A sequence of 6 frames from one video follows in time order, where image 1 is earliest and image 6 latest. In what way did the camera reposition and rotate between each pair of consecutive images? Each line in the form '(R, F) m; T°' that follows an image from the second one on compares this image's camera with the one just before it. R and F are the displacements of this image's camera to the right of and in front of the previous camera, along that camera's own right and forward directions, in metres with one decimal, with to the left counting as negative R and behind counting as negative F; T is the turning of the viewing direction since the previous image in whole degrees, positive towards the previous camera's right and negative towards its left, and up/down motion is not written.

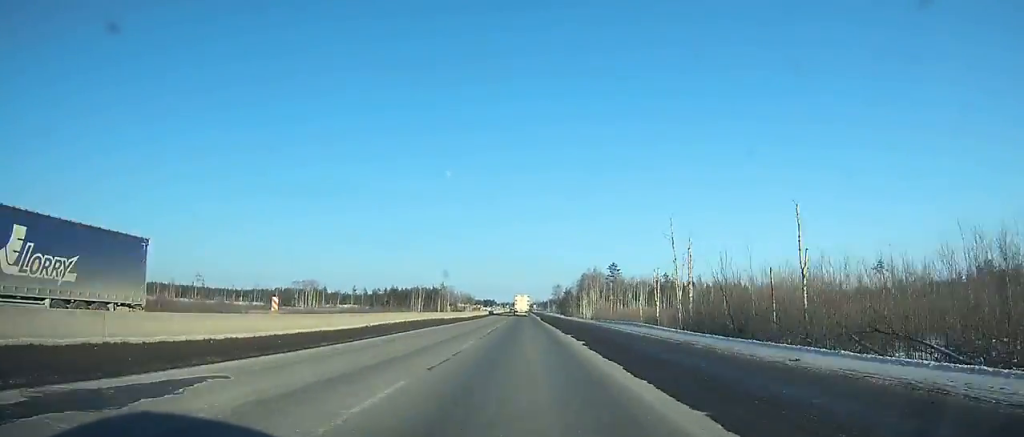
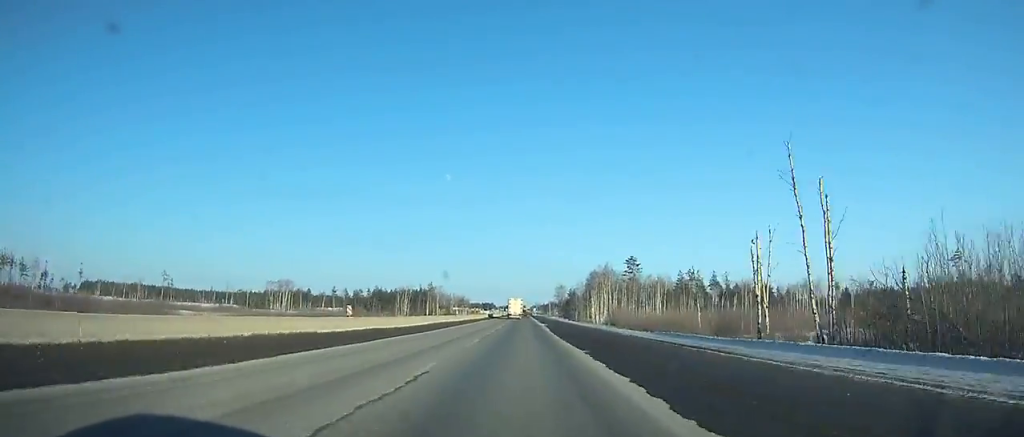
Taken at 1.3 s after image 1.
(+0.1, +31.7) m; 0°
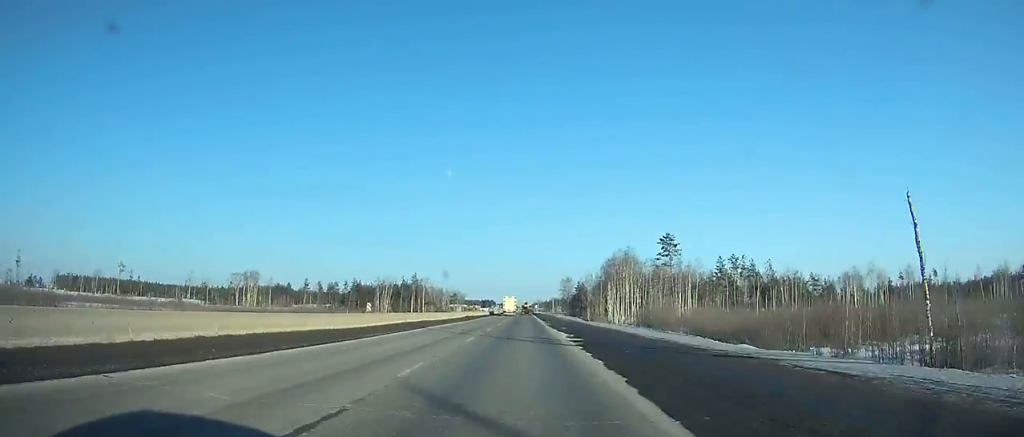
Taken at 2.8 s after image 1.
(0.0, +35.7) m; 0°
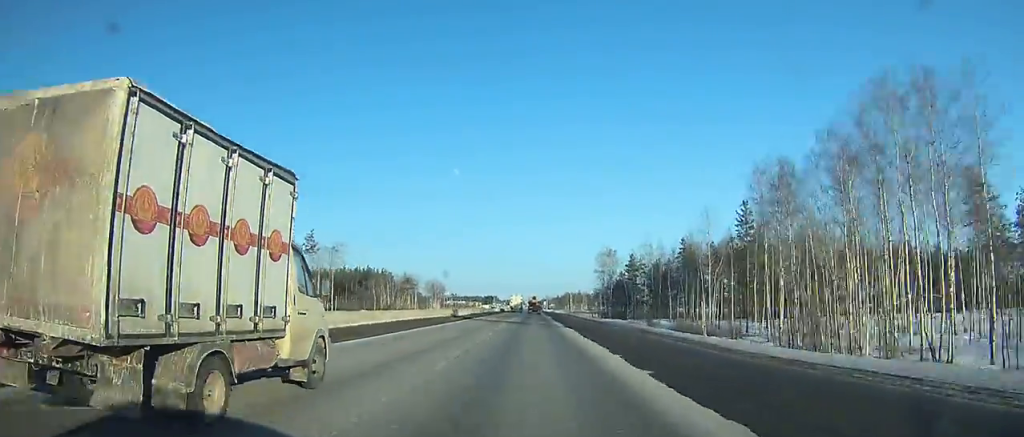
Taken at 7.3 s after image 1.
(-0.7, +97.5) m; 0°
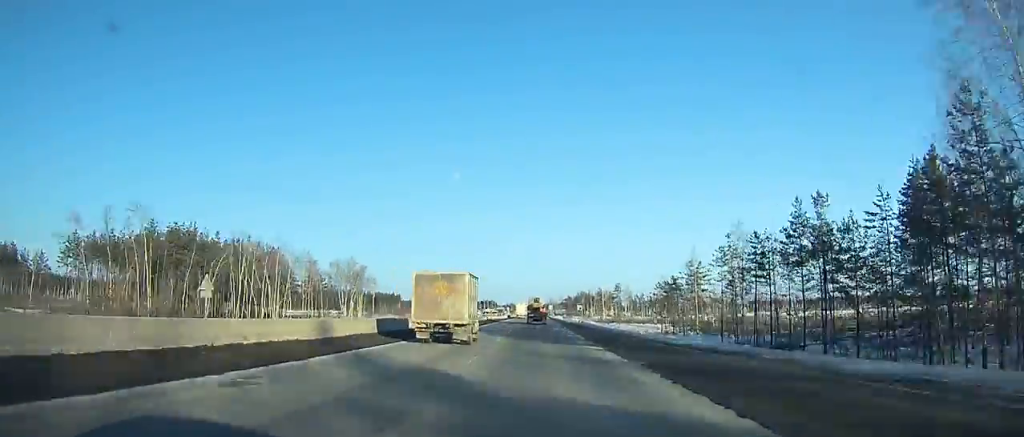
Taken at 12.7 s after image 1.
(0.0, +116.4) m; 0°
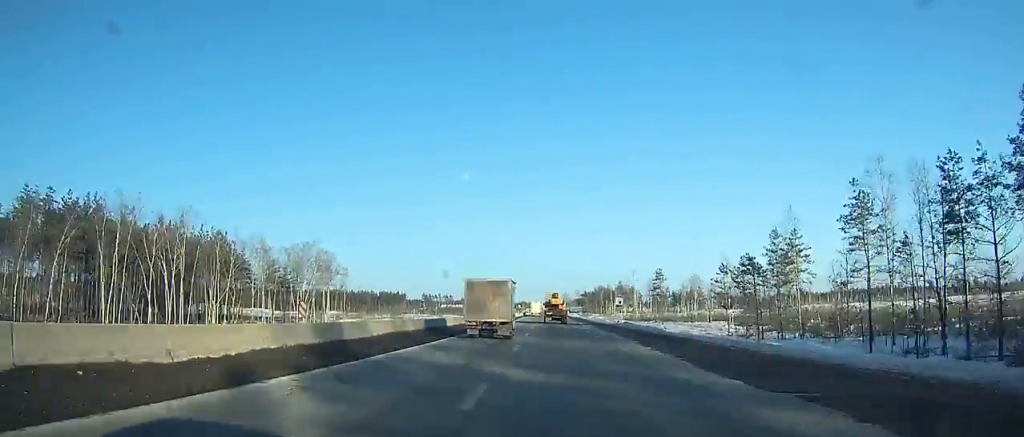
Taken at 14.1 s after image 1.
(-0.1, +31.9) m; 0°
